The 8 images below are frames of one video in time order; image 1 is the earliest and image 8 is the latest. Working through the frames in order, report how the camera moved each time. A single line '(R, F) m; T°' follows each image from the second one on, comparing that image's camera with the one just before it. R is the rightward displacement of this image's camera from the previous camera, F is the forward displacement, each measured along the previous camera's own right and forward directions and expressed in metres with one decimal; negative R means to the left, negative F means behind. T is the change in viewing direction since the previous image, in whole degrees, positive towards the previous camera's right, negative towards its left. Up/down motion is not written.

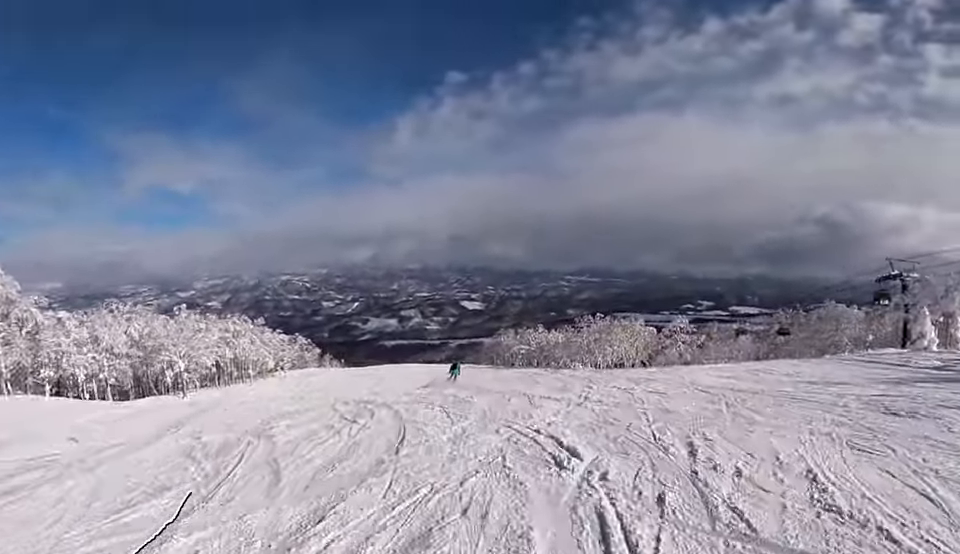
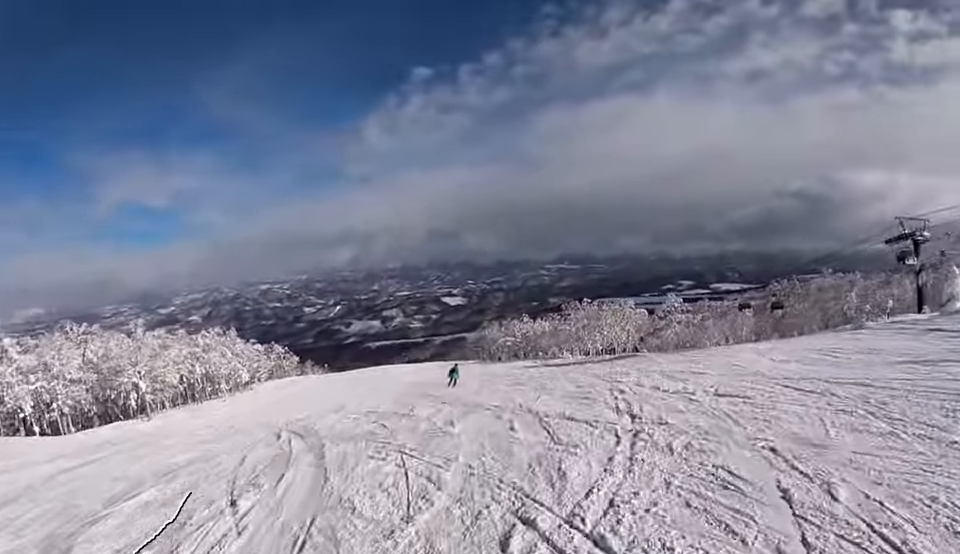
(+0.7, +4.6) m; 0°
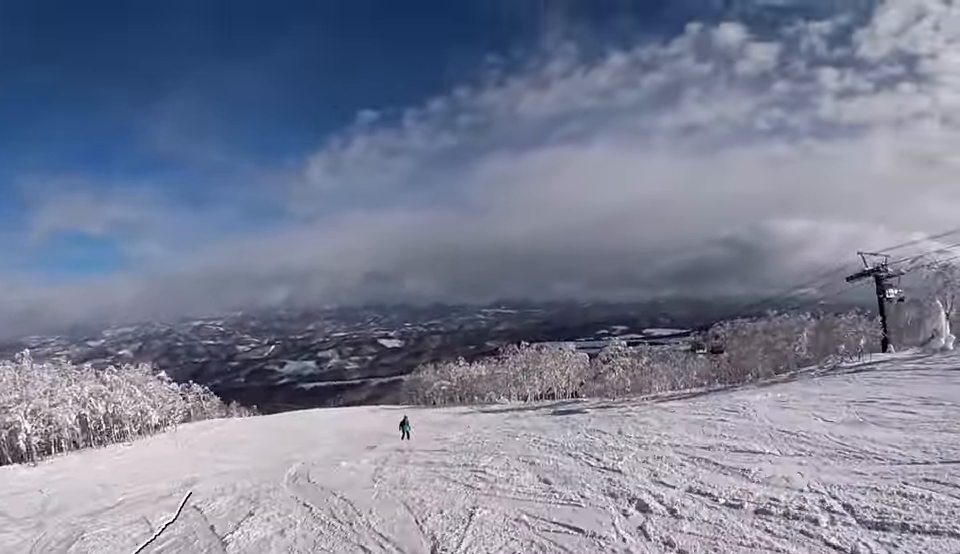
(+0.1, +5.7) m; -2°
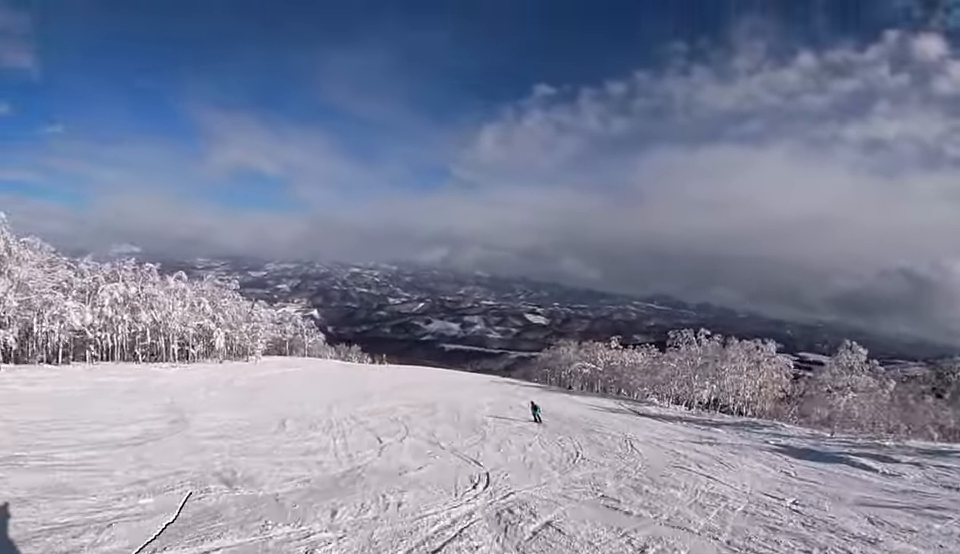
(-2.9, +21.6) m; -10°
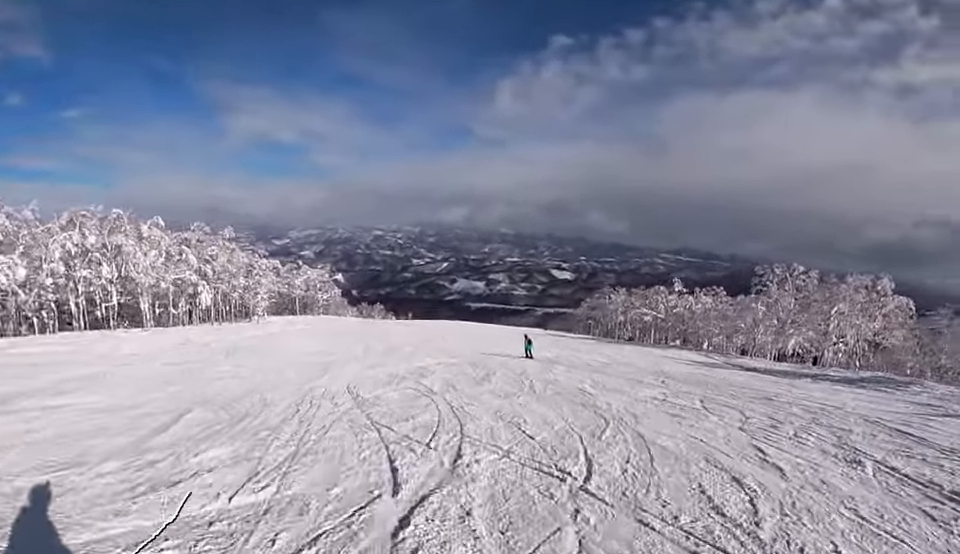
(-0.6, +12.7) m; -4°
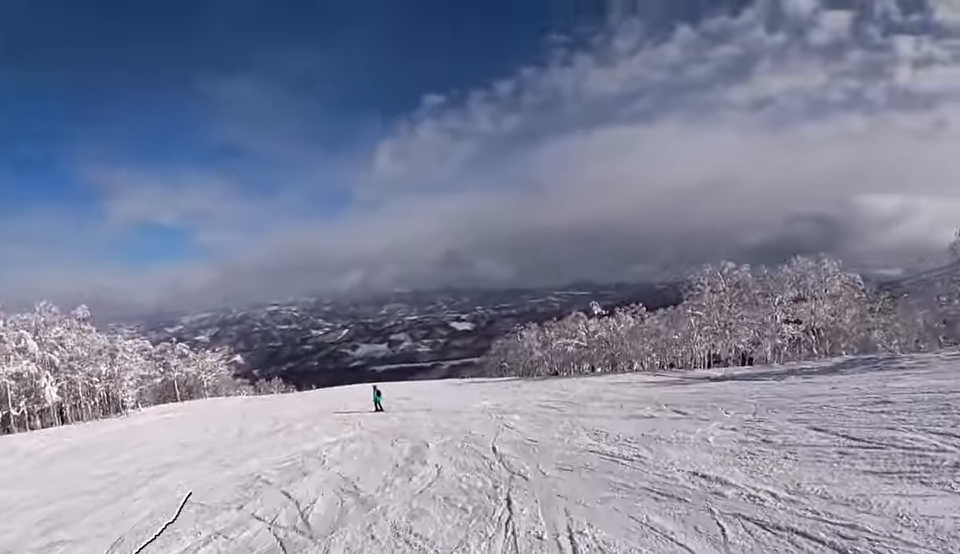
(-0.2, +8.2) m; -3°
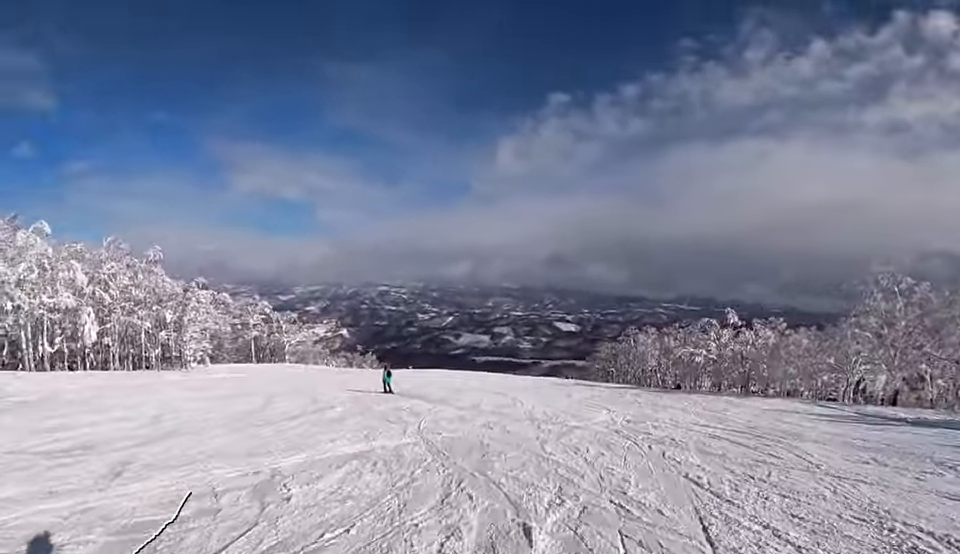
(+0.7, +7.9) m; -6°
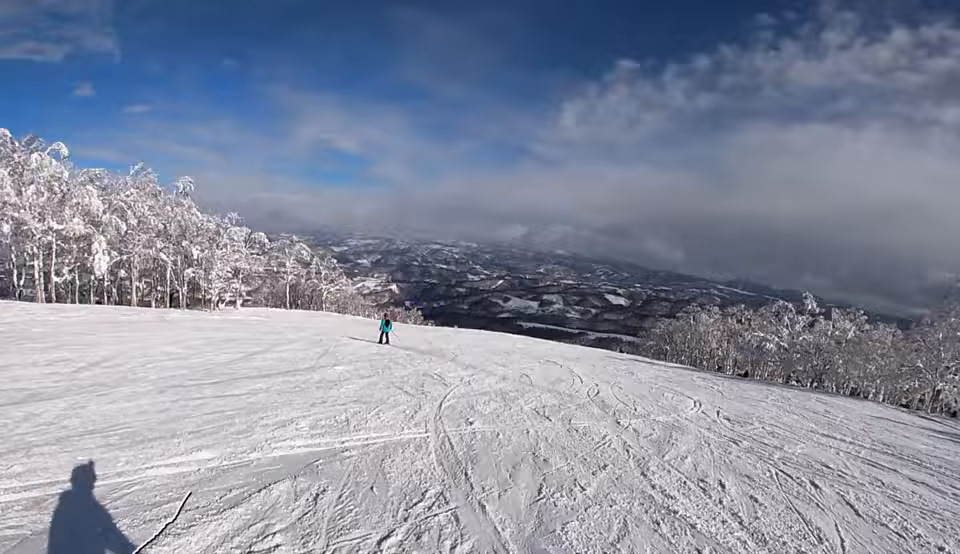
(-0.8, +4.5) m; -2°
